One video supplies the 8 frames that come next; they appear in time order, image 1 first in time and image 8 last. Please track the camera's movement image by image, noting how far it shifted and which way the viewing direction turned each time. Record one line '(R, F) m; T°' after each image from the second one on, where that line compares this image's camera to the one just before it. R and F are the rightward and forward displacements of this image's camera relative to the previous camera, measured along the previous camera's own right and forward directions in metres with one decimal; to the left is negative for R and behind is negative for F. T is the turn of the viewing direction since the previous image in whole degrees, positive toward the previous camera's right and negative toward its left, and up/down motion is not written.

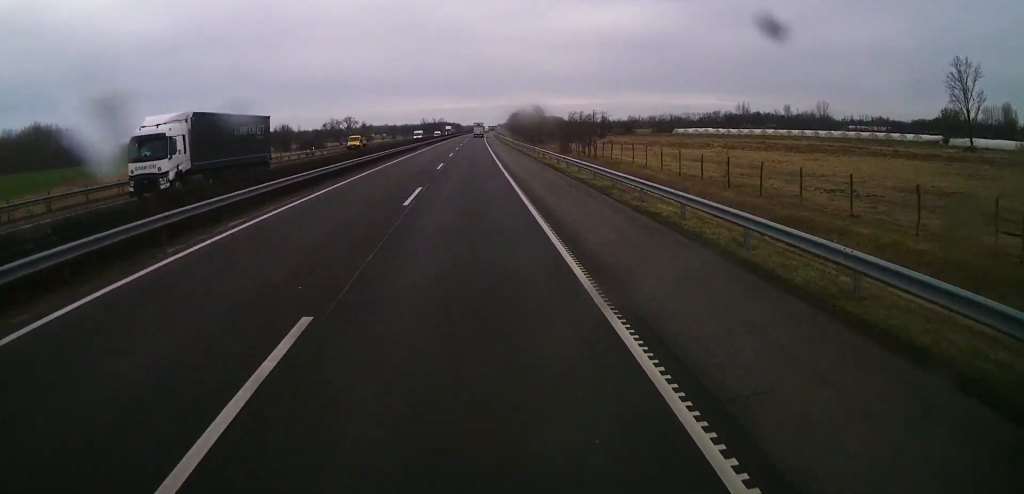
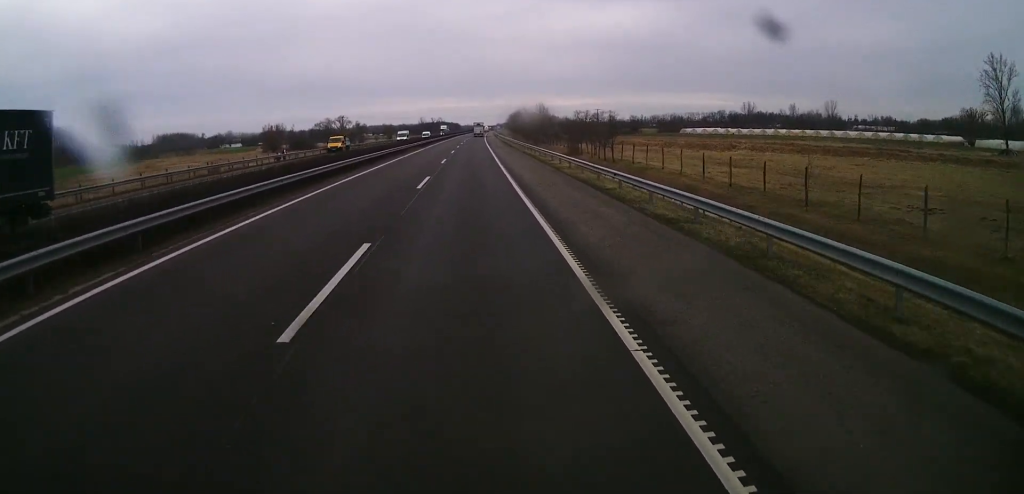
(-0.2, +13.1) m; 0°
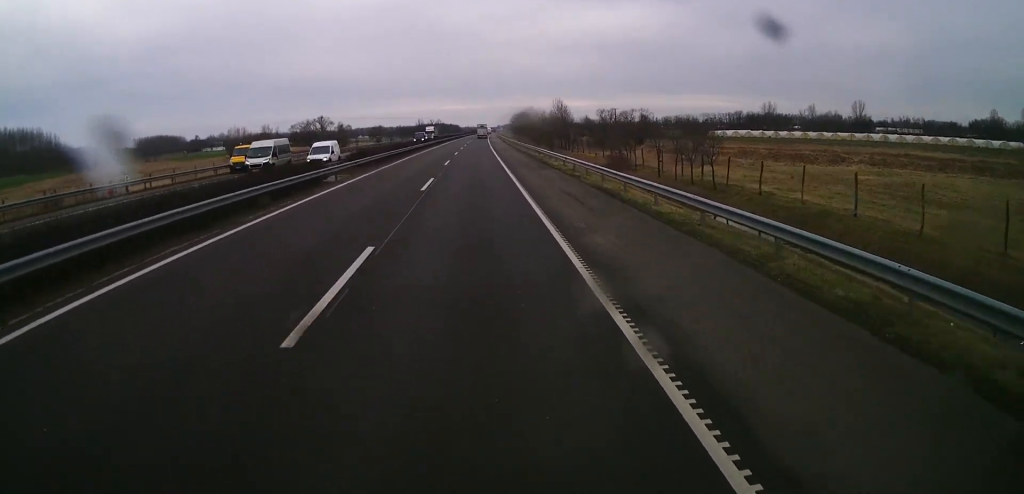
(+0.6, +36.3) m; +1°
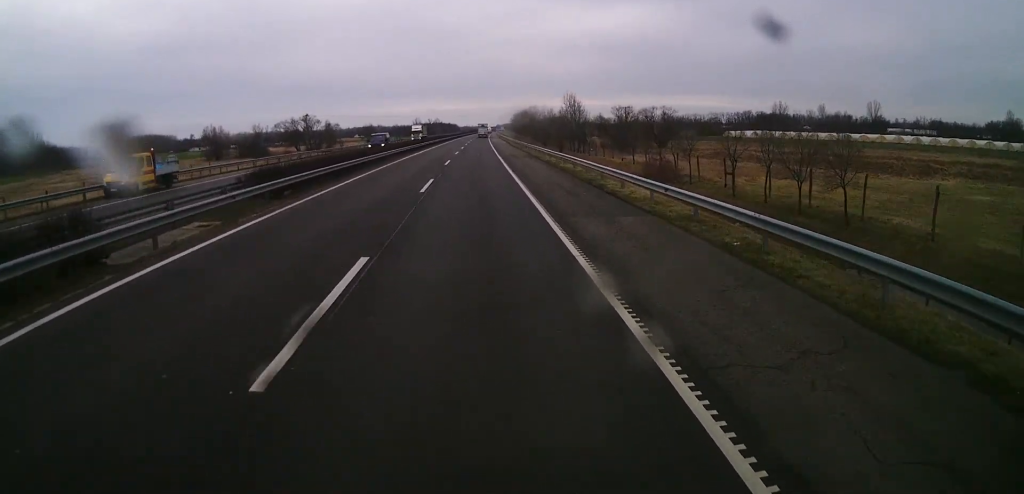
(0.0, +19.2) m; 0°
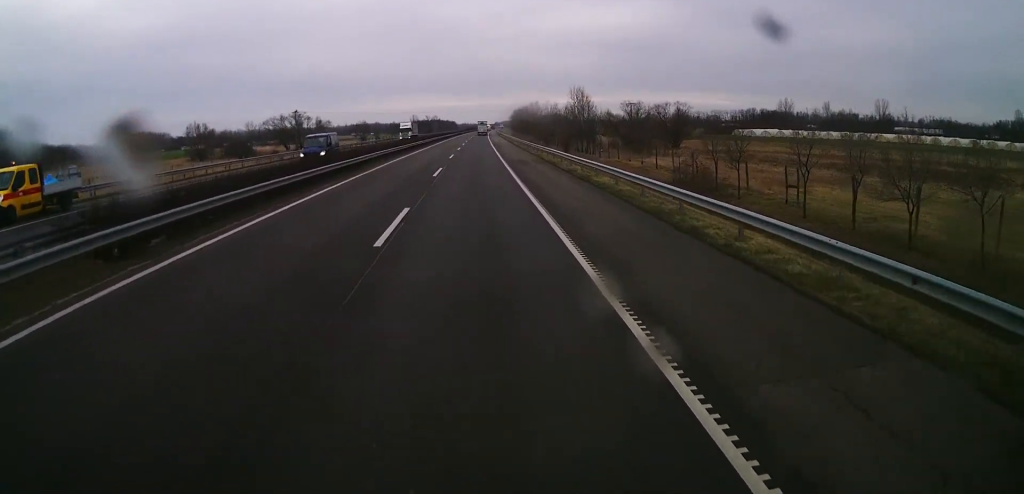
(0.0, +10.8) m; 0°
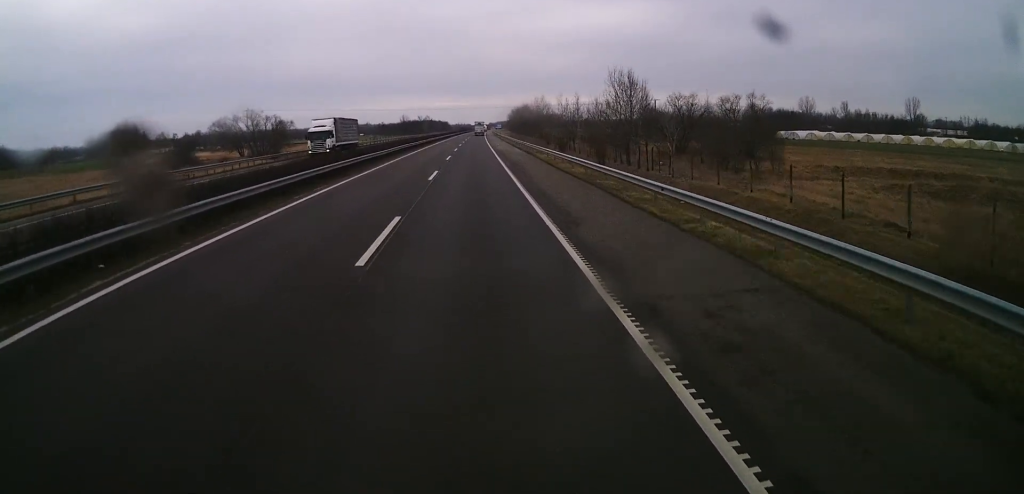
(+0.1, +37.9) m; 0°
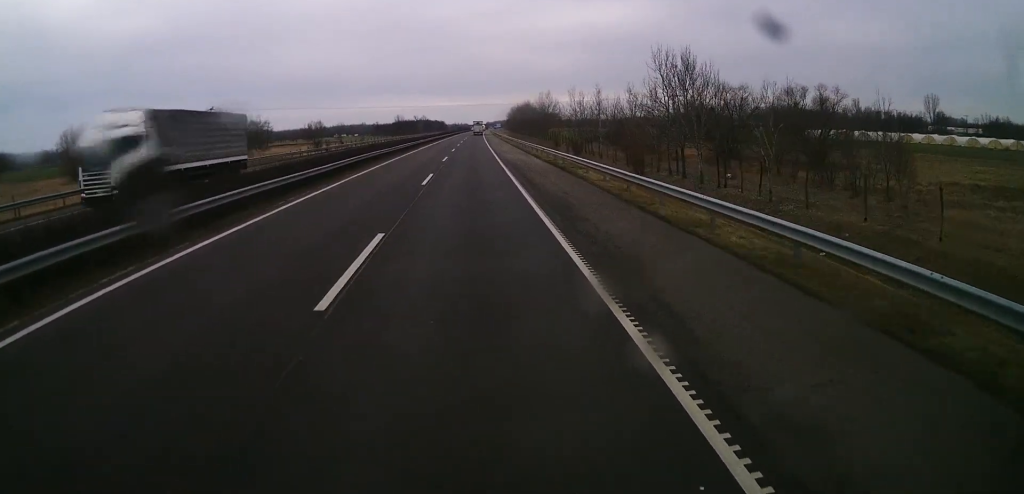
(0.0, +20.9) m; 0°
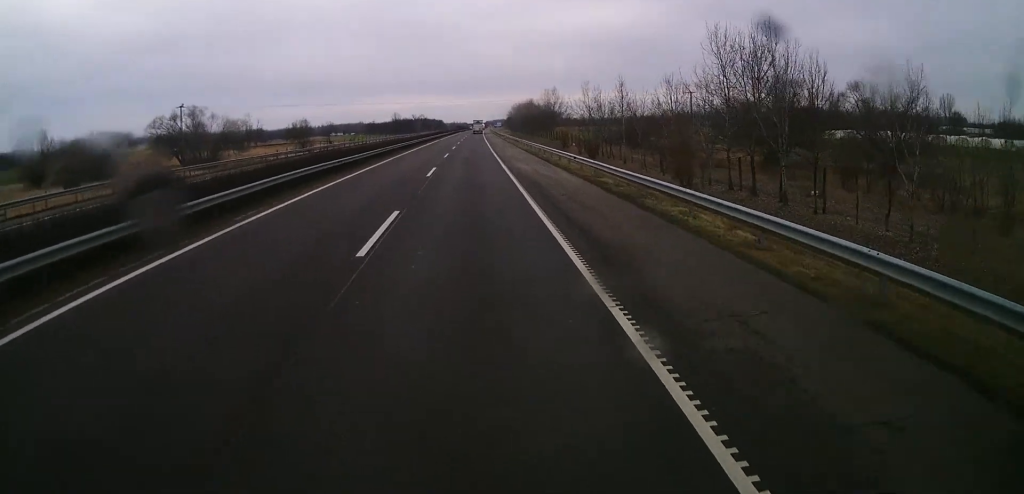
(0.0, +14.7) m; +1°
